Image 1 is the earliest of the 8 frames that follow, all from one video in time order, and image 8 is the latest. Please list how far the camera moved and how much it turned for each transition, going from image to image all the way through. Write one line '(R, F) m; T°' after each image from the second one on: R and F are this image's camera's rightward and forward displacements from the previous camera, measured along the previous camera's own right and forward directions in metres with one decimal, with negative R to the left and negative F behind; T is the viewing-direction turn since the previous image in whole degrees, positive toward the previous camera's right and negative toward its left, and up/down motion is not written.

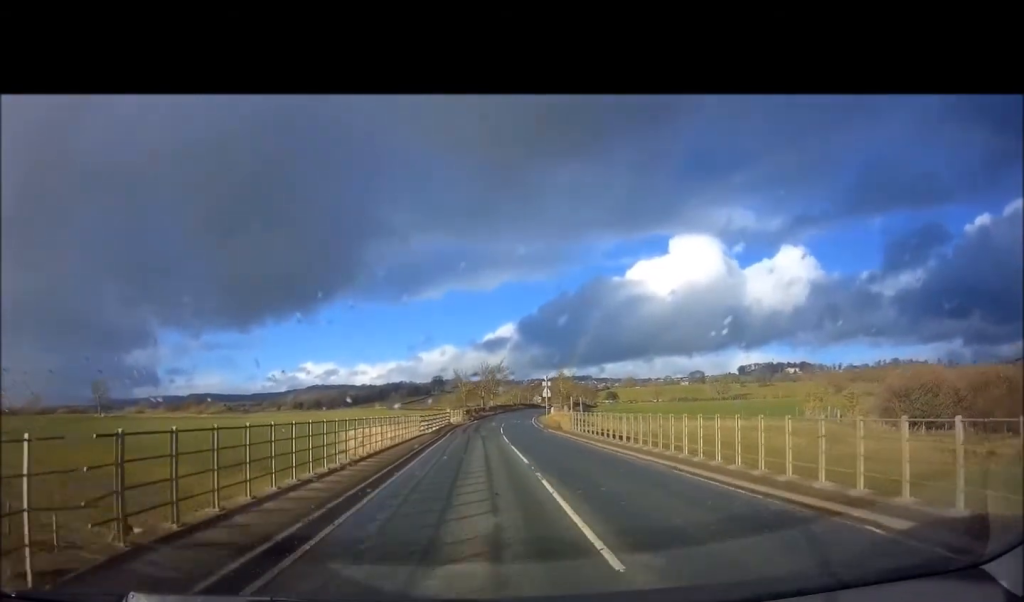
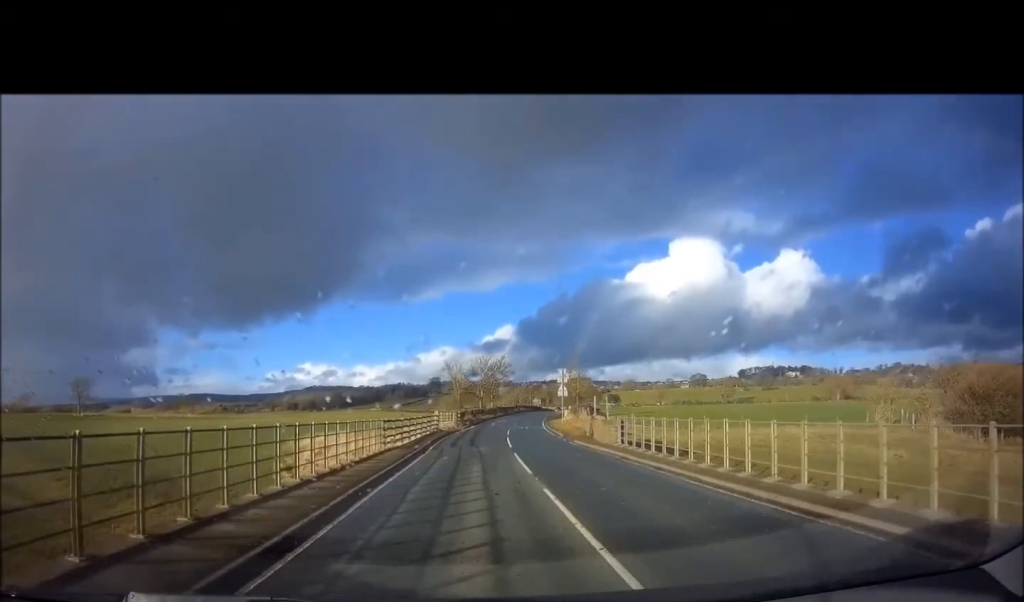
(-0.1, +10.7) m; +1°
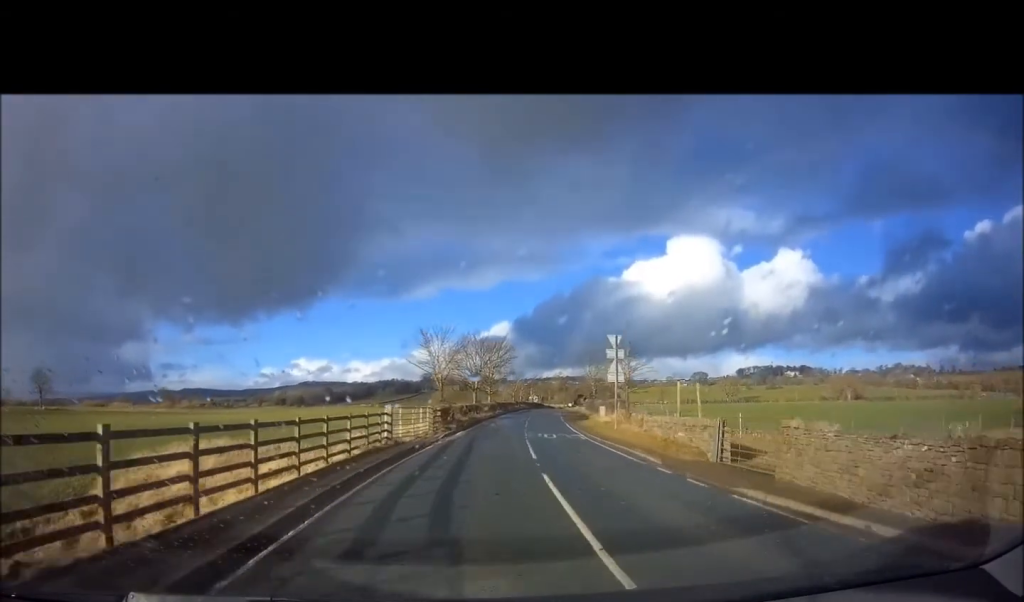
(+0.2, +16.8) m; +1°
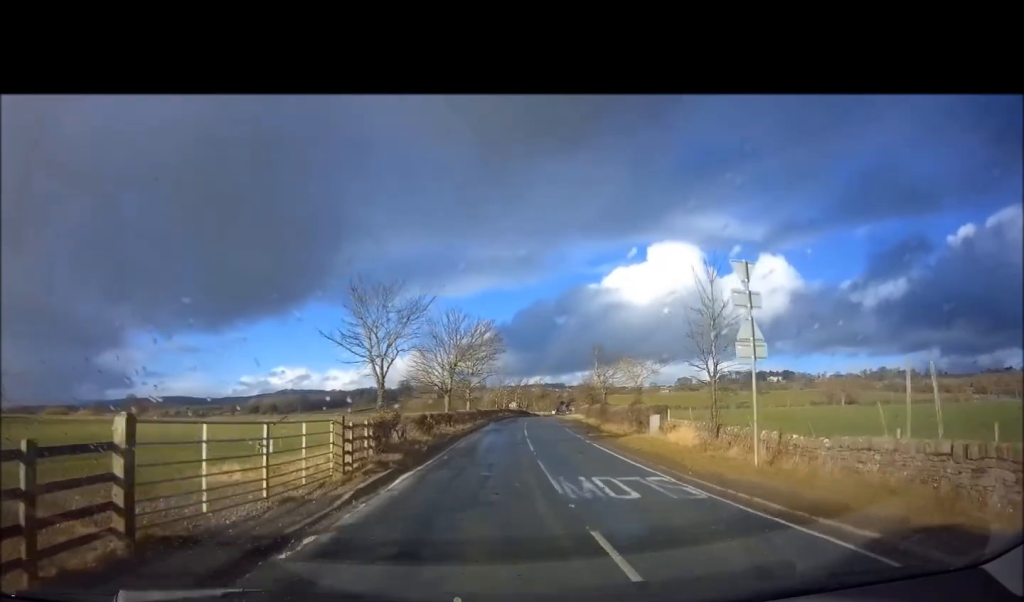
(+0.2, +13.4) m; +2°
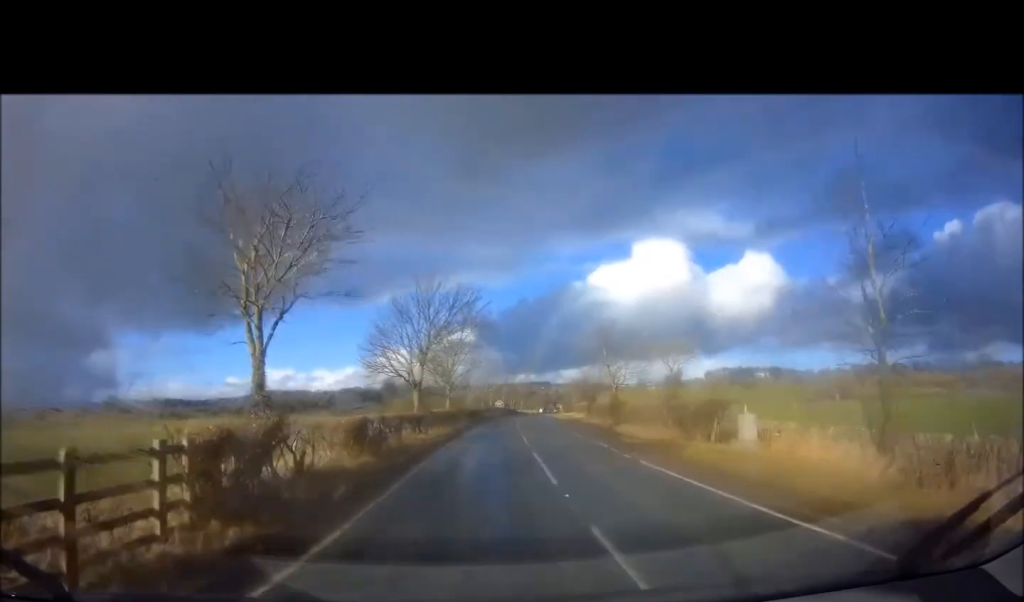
(0.0, +9.1) m; +1°
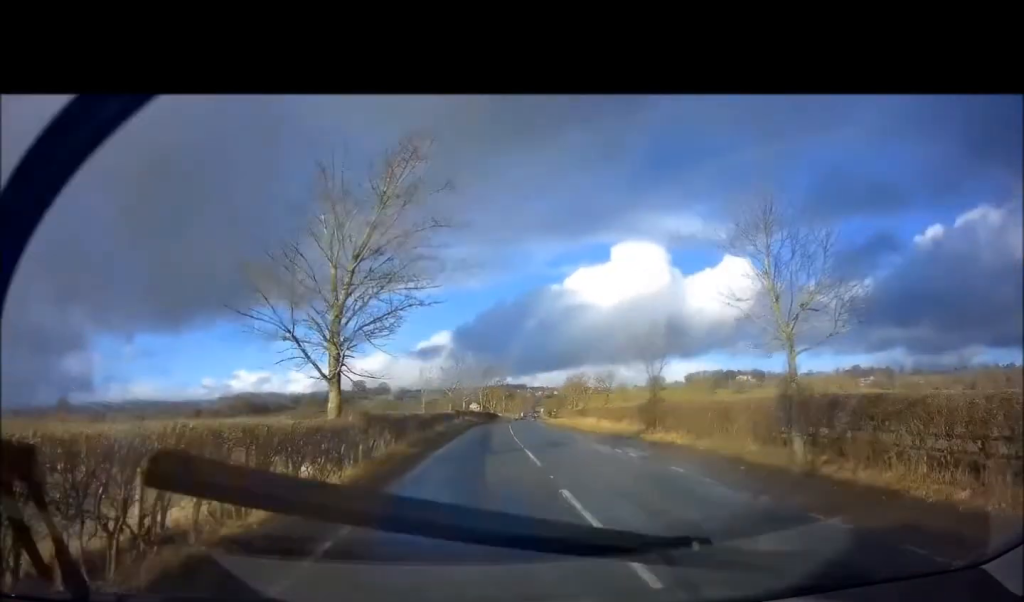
(+1.0, +24.9) m; +3°
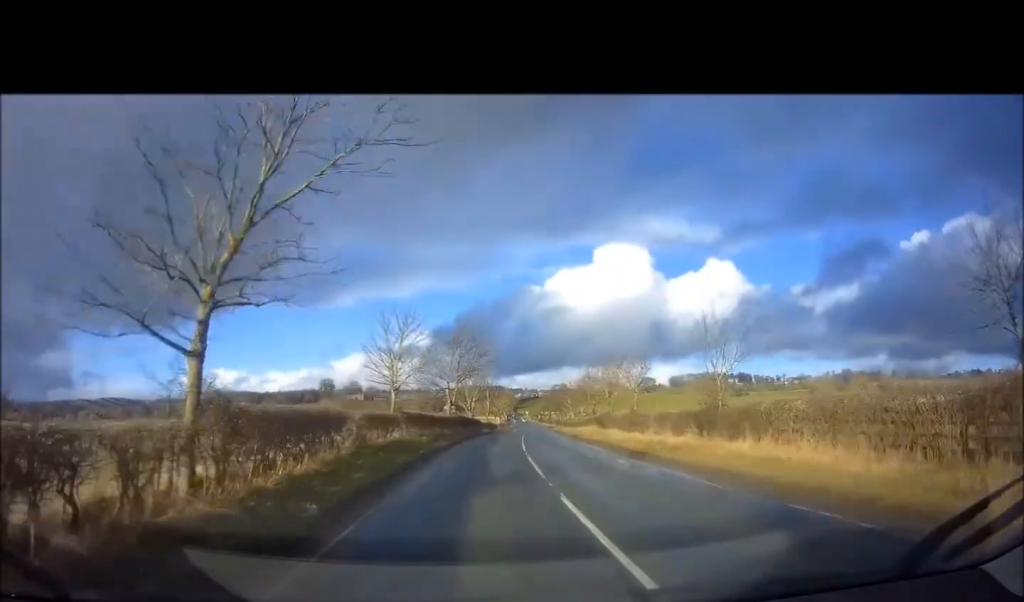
(+0.5, +36.9) m; +3°
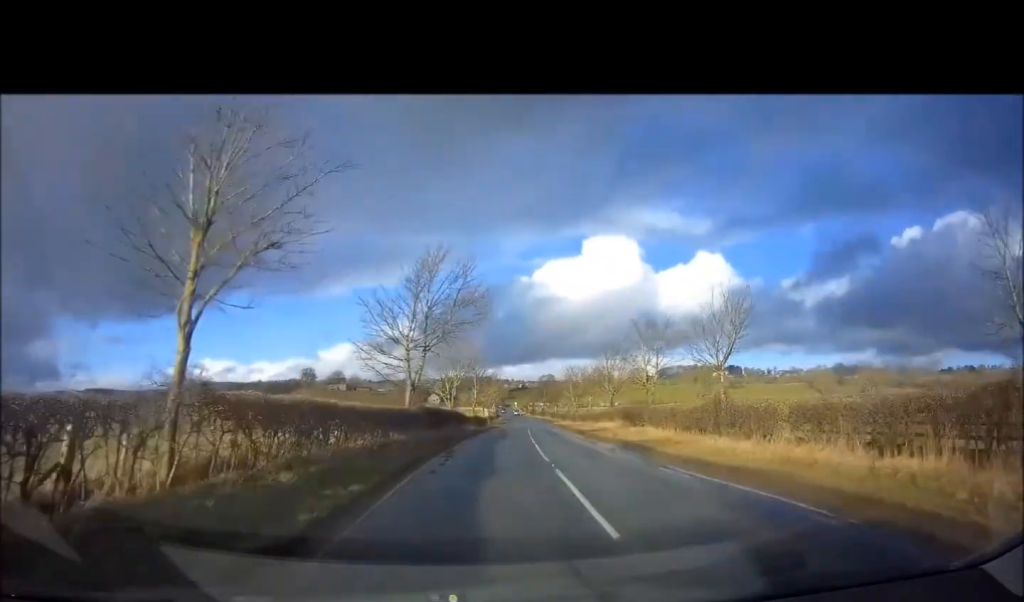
(+0.4, +14.5) m; +2°
